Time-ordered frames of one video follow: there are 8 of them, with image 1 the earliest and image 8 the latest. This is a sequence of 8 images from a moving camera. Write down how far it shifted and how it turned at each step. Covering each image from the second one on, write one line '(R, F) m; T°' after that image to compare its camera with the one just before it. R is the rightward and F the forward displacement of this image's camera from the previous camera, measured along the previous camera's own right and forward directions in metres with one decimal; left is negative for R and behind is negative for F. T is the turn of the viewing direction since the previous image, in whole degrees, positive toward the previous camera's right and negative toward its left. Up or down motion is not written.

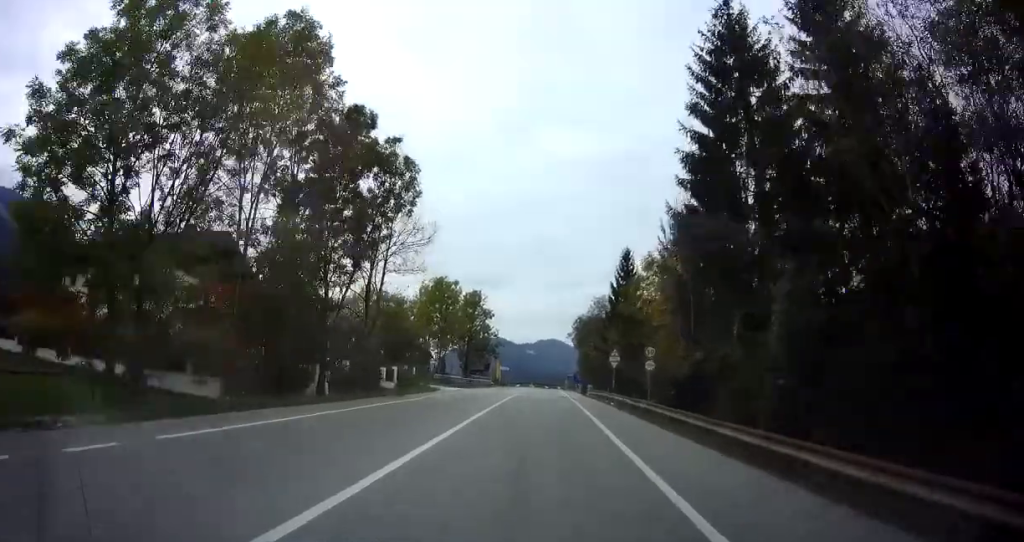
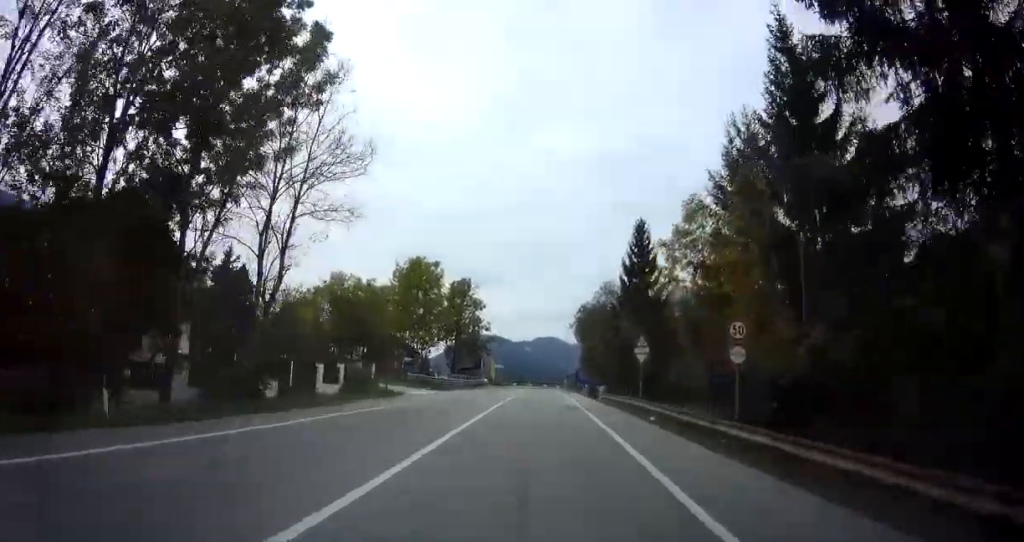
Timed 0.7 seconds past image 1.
(+0.2, +12.0) m; +1°
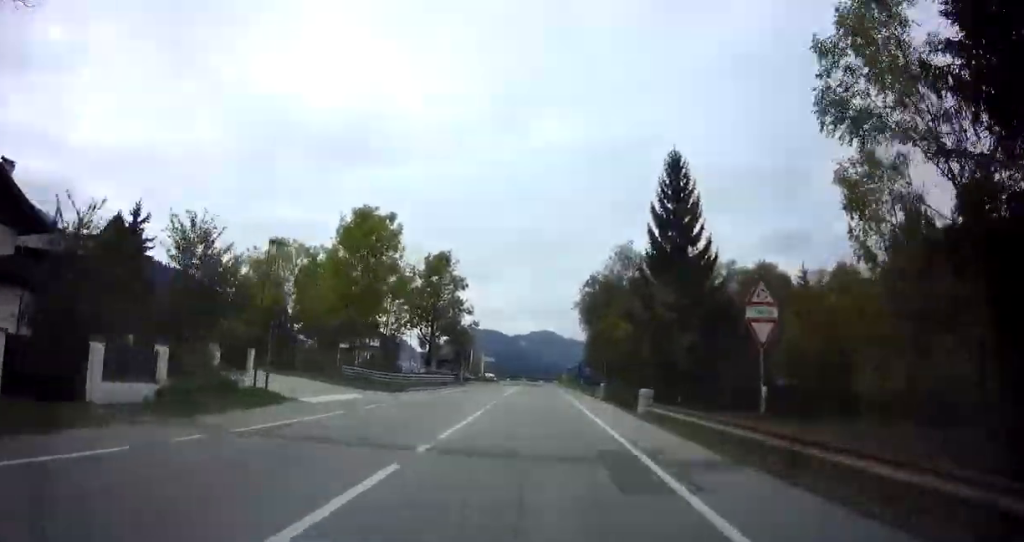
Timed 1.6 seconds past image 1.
(+0.2, +16.0) m; 0°
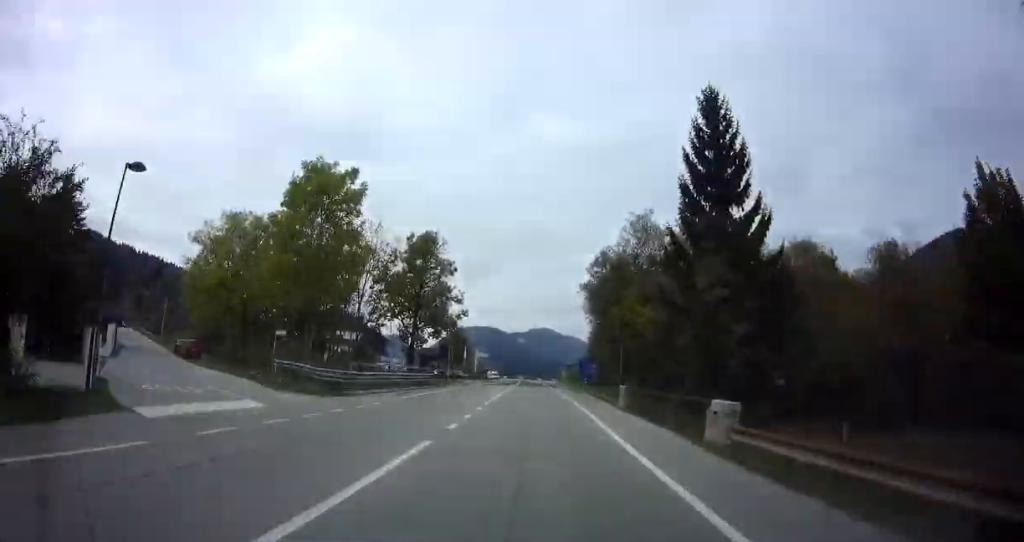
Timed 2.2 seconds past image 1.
(-0.2, +9.1) m; 0°
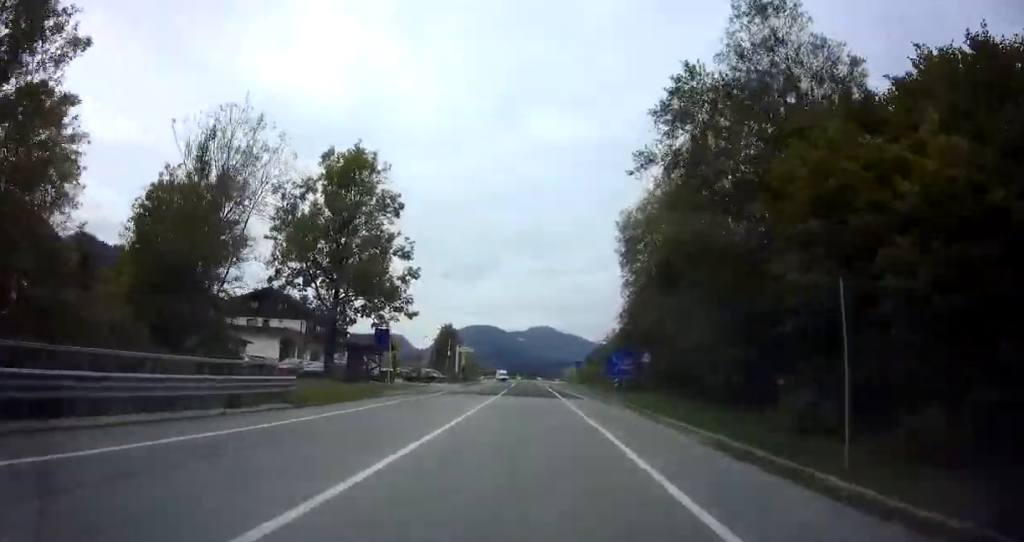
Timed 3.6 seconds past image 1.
(+0.3, +24.8) m; 0°
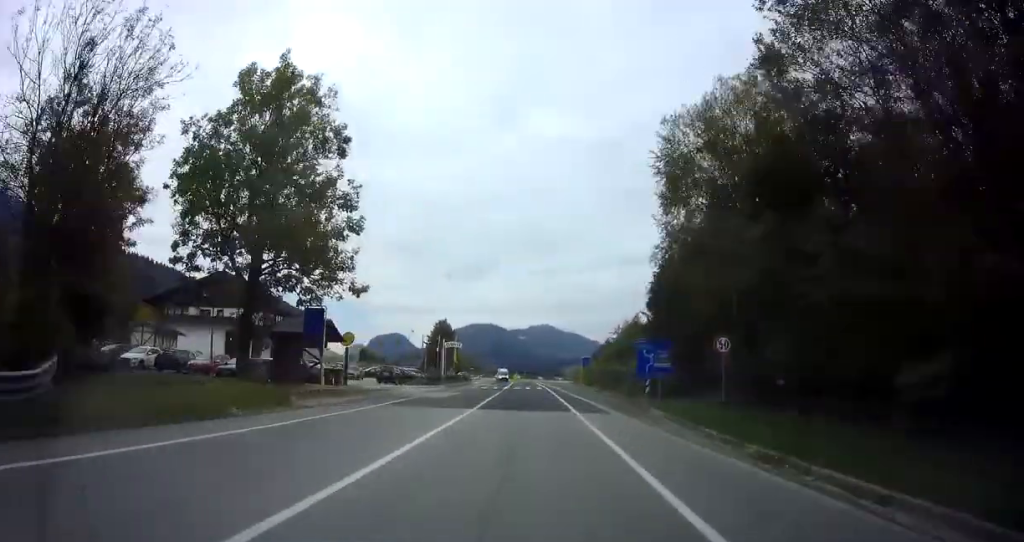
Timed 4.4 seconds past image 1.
(-0.3, +12.3) m; 0°
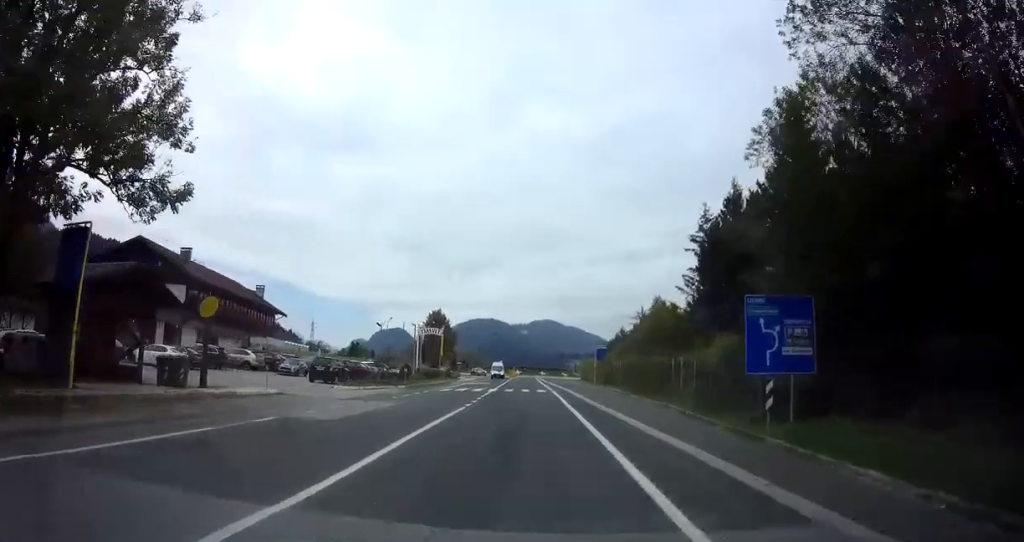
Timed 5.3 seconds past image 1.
(+0.4, +15.6) m; -1°
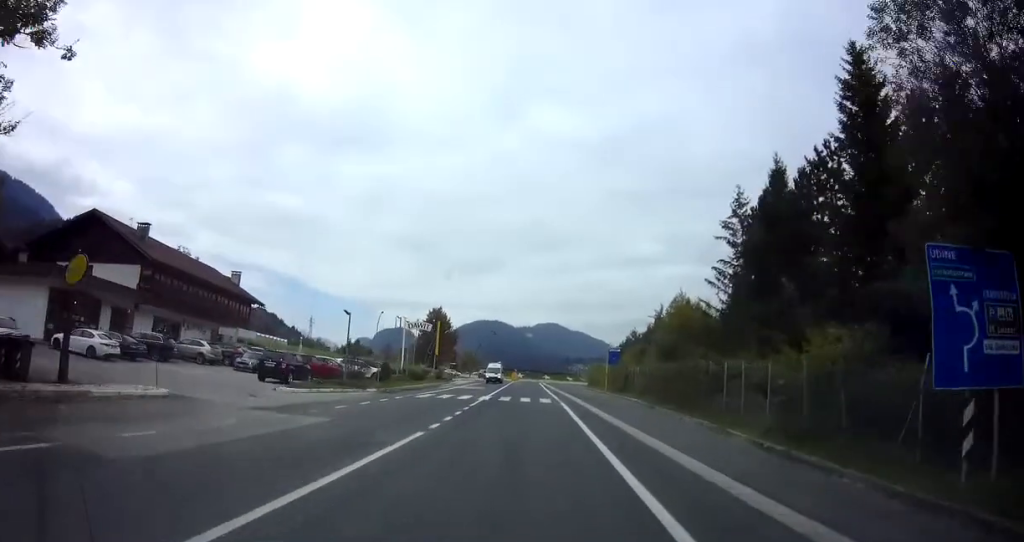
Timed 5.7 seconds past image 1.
(-0.2, +7.1) m; -1°
